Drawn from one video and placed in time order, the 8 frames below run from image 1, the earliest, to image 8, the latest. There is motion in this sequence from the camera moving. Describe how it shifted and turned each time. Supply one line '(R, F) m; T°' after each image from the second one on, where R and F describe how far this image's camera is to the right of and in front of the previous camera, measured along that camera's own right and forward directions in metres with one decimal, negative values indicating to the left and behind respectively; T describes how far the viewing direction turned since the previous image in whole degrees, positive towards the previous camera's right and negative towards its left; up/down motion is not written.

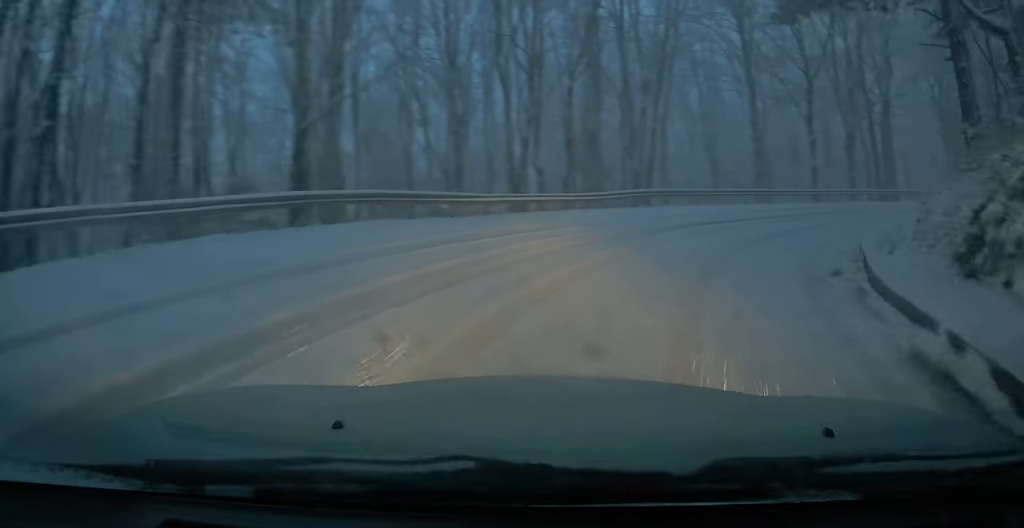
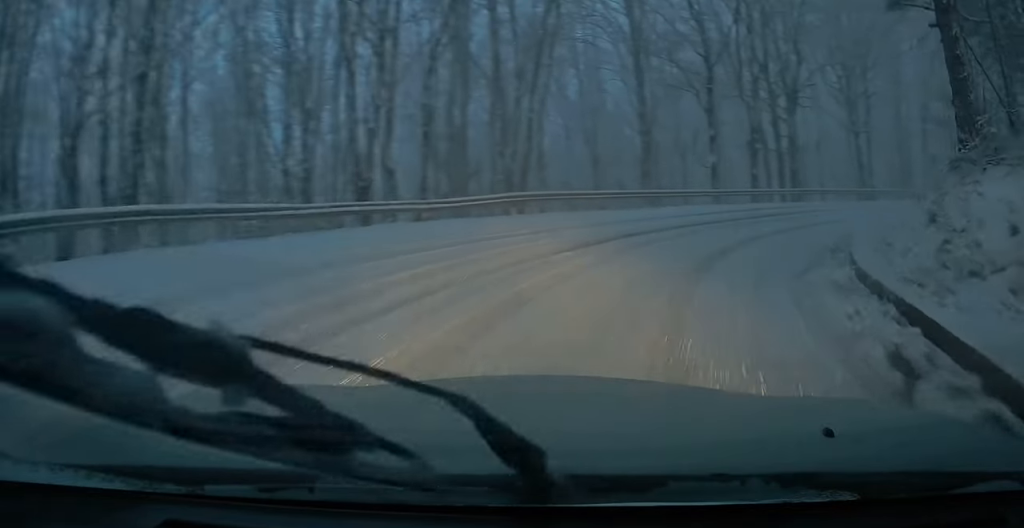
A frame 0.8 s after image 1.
(+0.1, +4.8) m; +7°
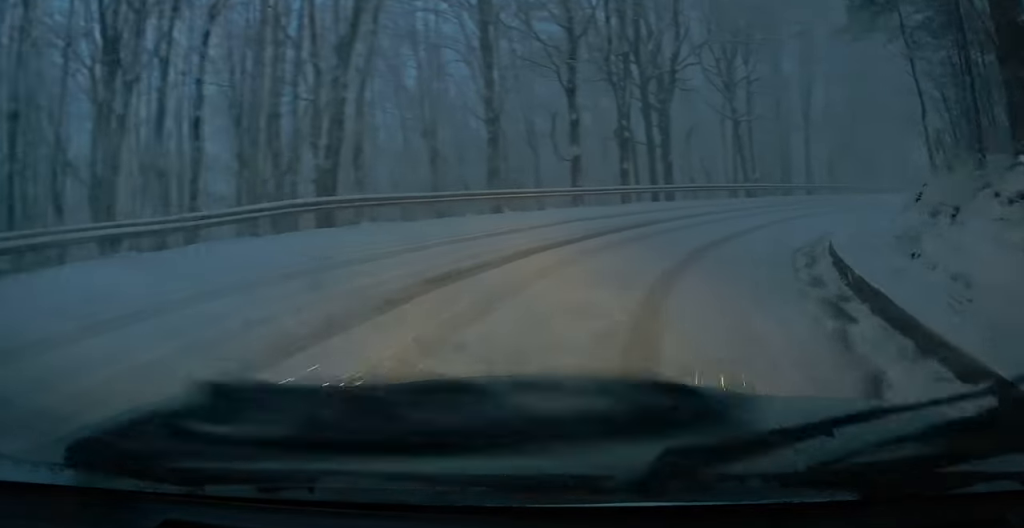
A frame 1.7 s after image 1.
(+0.6, +5.8) m; +10°
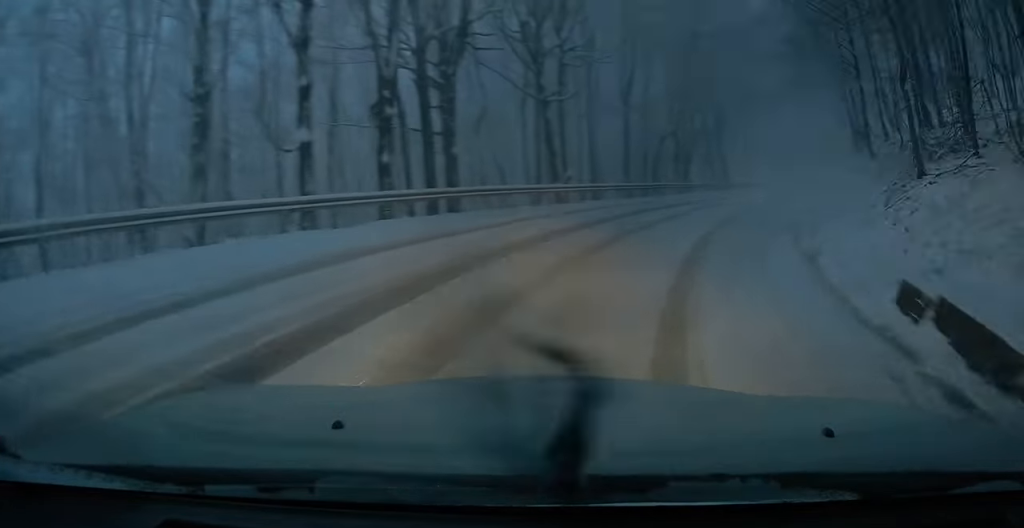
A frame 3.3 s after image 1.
(+1.2, +9.6) m; +12°
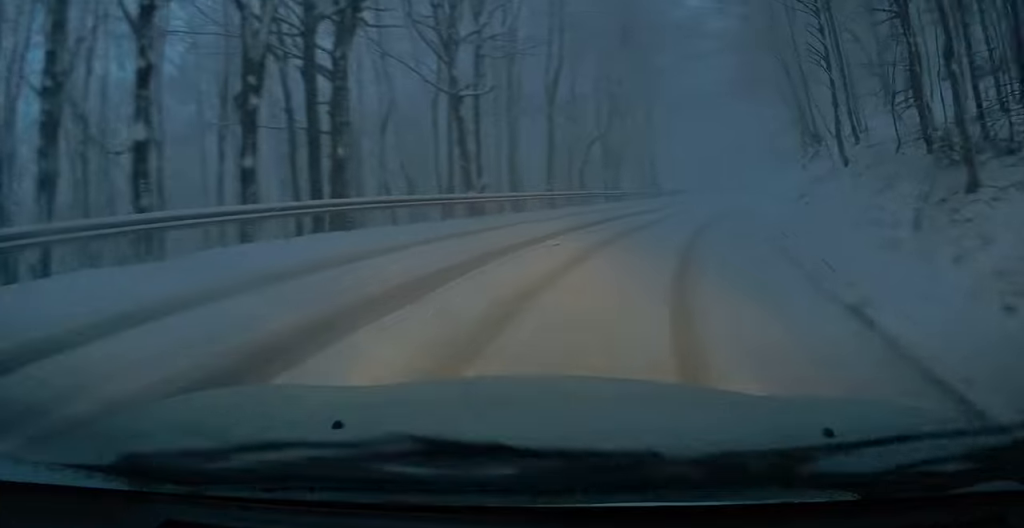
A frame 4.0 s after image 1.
(0.0, +3.8) m; +9°
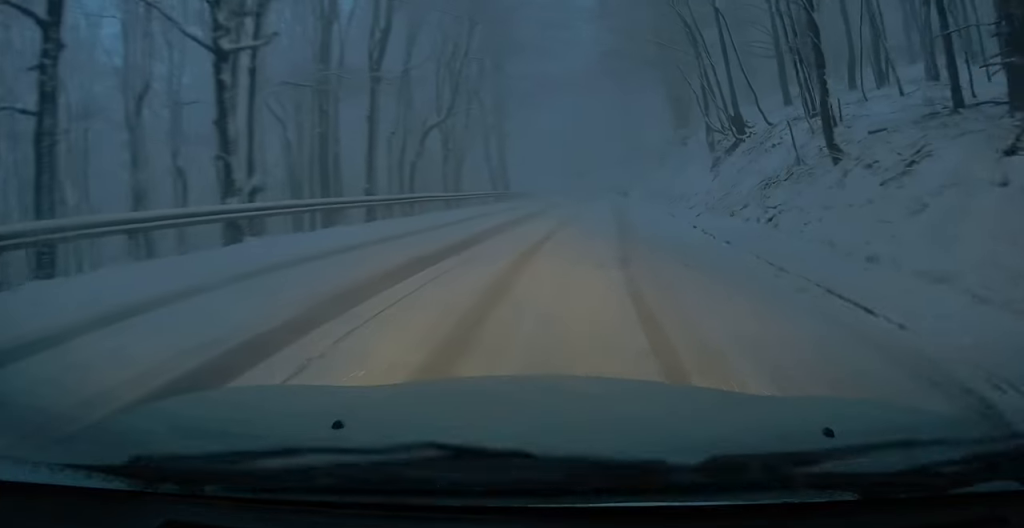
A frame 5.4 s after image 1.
(+1.7, +7.4) m; +23°
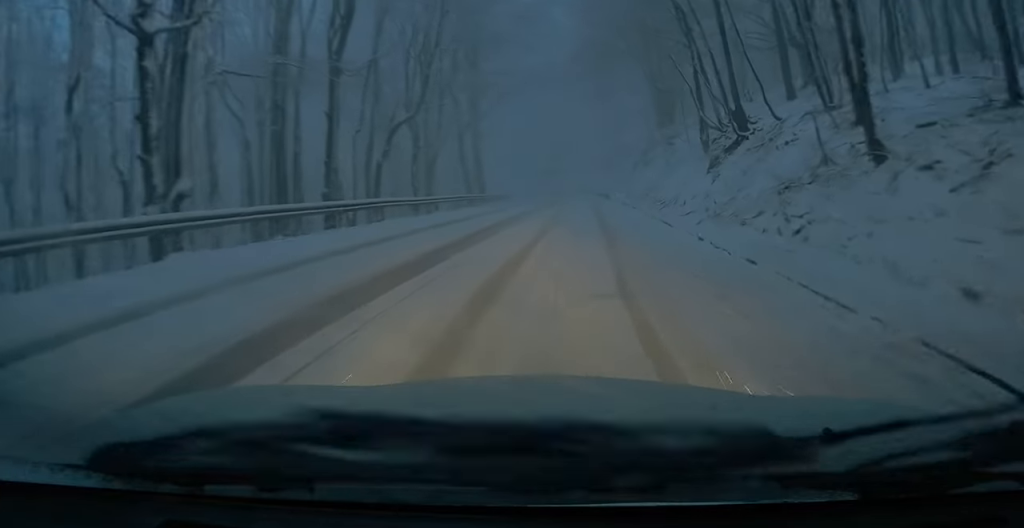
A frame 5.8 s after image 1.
(+0.3, +2.0) m; +3°
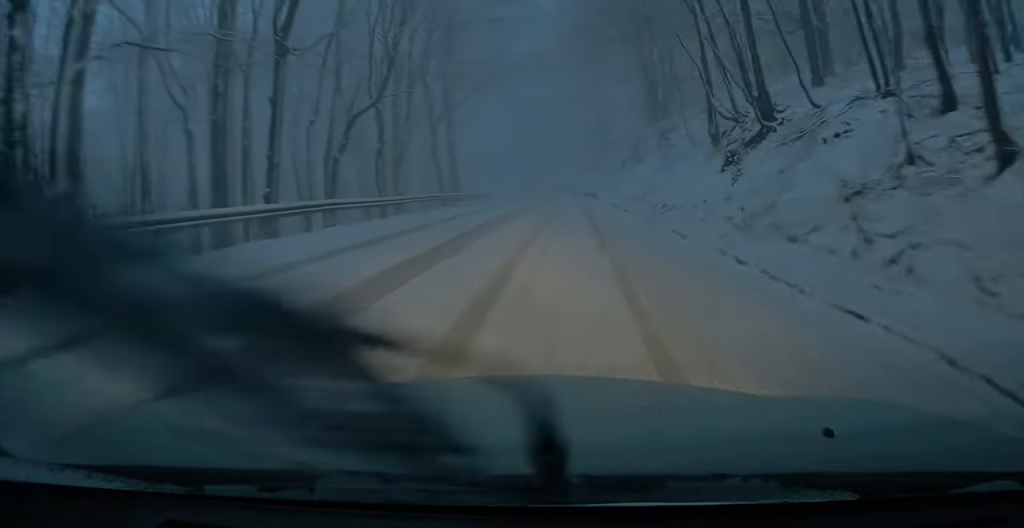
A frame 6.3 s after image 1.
(+0.2, +2.9) m; +2°
